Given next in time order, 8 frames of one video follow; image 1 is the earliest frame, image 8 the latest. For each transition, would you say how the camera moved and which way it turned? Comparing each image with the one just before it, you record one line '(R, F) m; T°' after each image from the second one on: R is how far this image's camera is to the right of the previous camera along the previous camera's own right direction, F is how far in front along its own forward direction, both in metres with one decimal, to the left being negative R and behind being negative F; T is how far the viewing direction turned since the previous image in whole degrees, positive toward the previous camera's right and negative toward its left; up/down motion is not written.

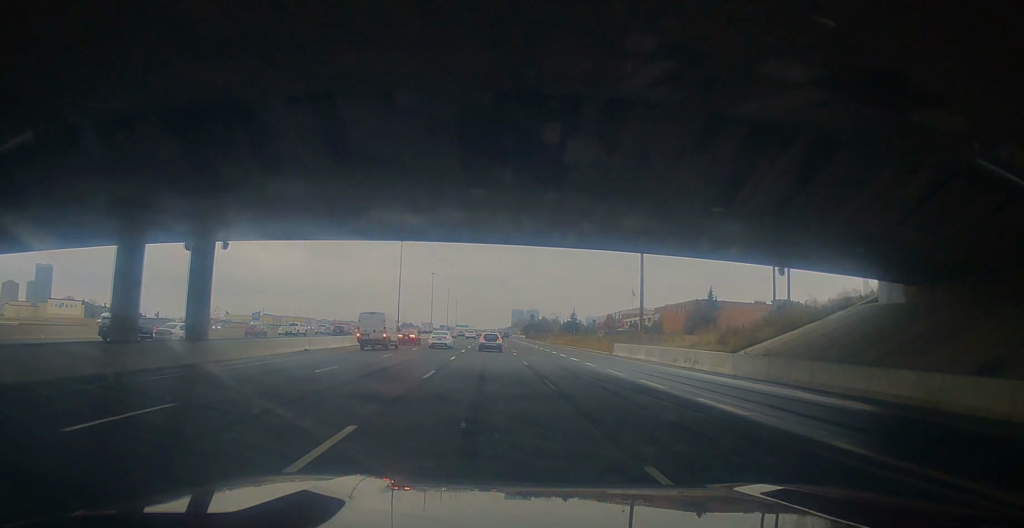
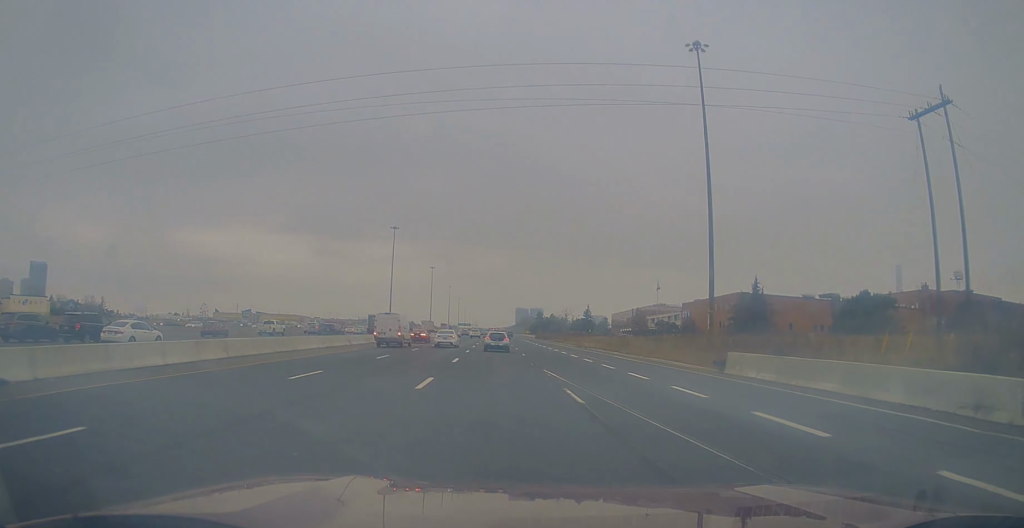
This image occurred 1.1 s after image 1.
(0.0, +27.8) m; 0°
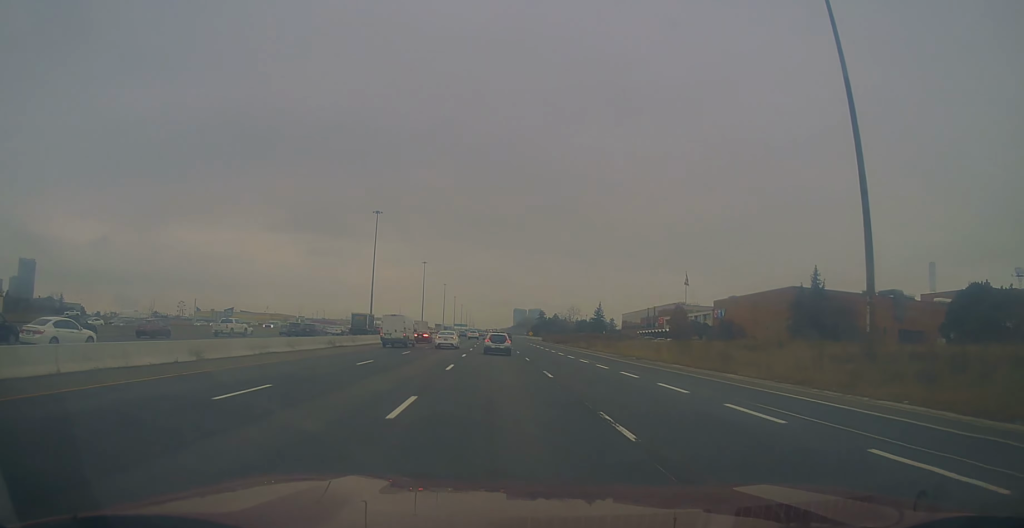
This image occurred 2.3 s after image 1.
(0.0, +29.1) m; 0°
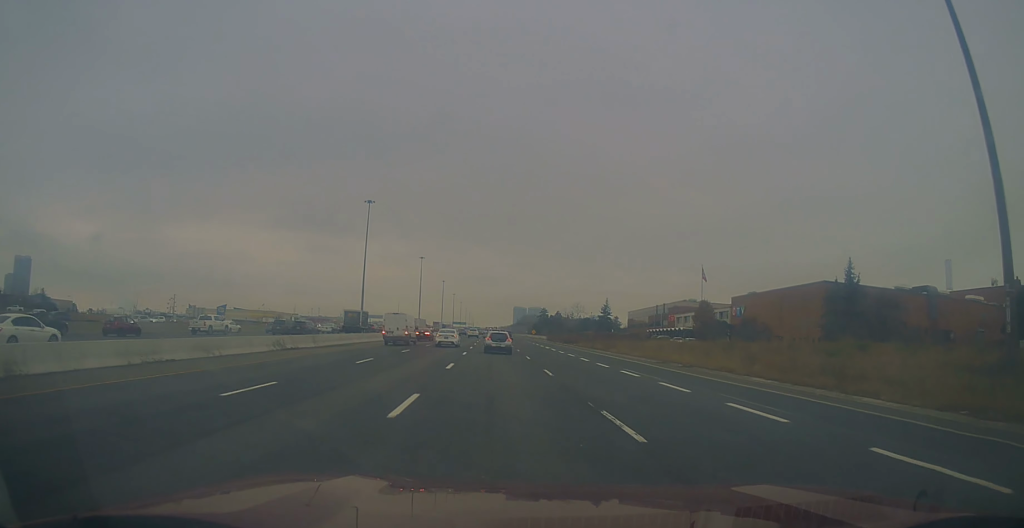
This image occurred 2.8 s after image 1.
(-0.1, +12.3) m; 0°
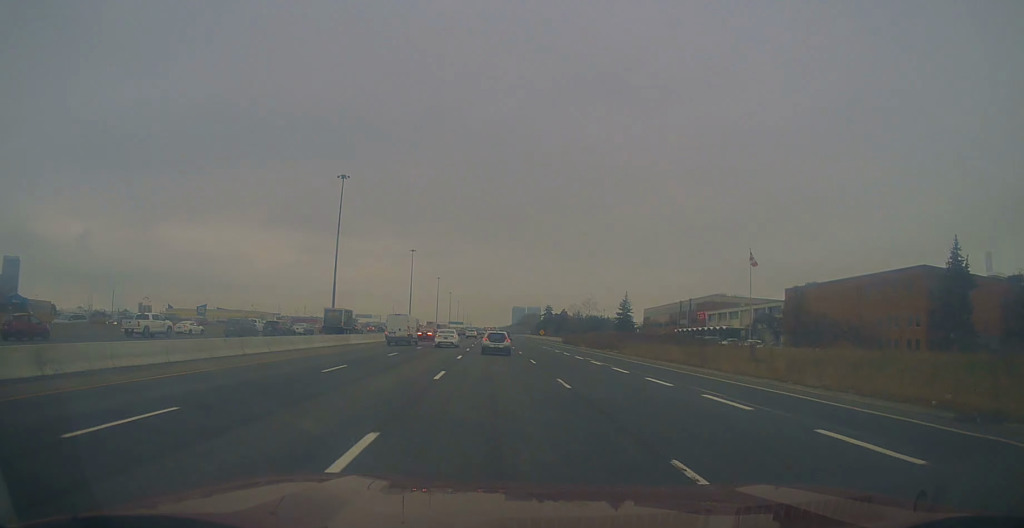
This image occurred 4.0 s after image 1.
(+0.2, +28.8) m; +1°
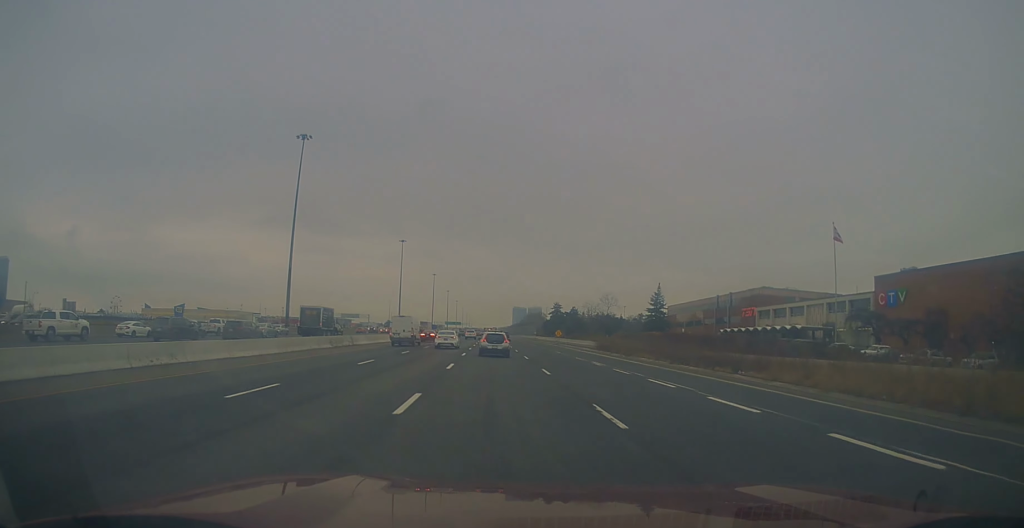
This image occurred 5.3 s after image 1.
(+0.4, +31.1) m; 0°
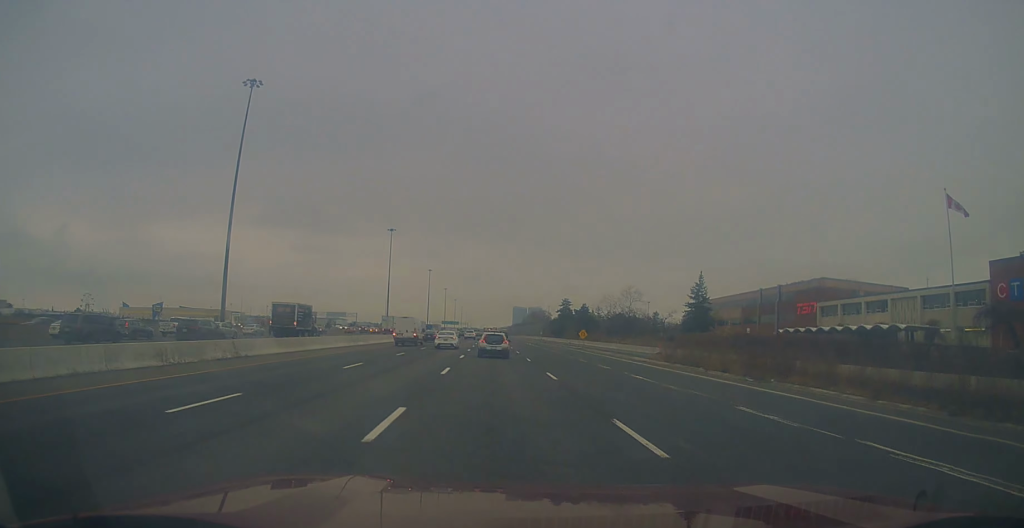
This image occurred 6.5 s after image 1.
(-0.5, +26.4) m; -1°
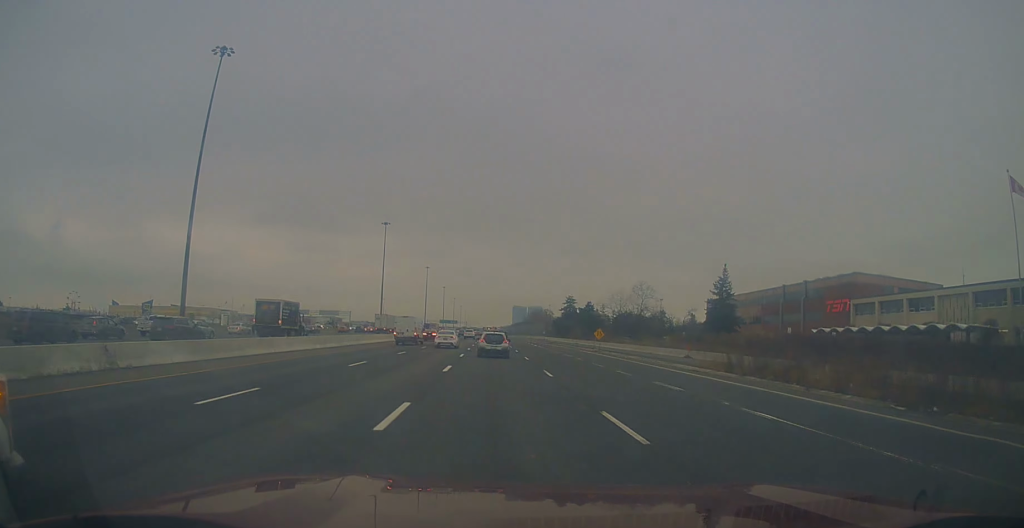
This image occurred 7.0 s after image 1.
(0.0, +11.2) m; 0°
